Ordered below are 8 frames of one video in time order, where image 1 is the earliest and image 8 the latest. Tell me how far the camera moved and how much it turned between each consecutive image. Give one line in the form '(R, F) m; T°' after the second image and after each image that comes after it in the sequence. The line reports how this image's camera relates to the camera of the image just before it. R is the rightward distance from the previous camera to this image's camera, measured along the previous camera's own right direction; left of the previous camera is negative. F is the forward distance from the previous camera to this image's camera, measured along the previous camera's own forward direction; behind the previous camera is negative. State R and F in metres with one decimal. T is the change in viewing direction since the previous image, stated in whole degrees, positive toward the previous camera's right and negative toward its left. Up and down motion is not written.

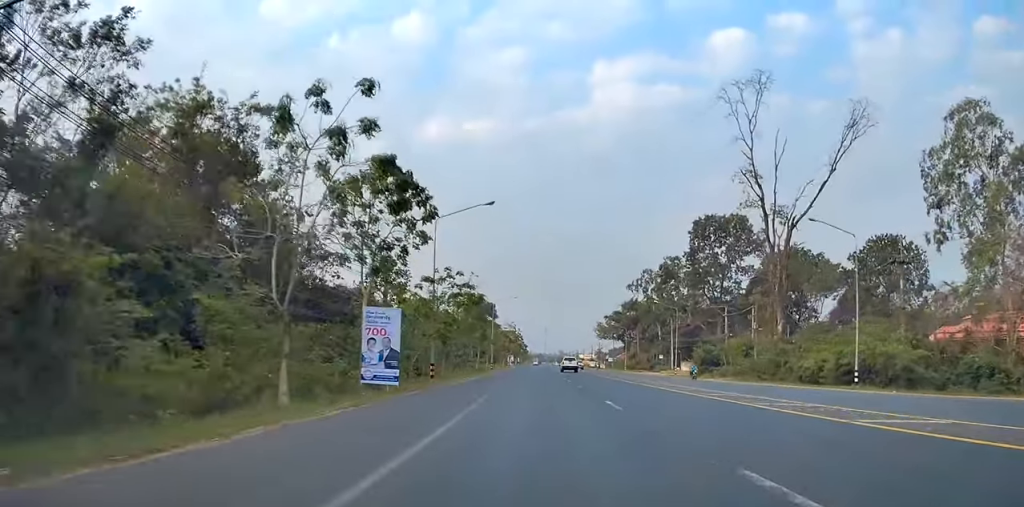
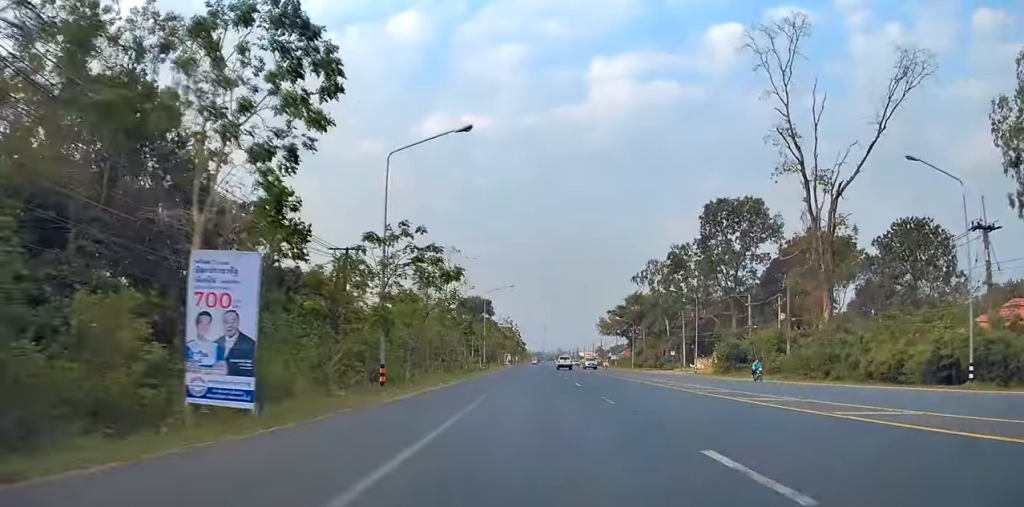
(0.0, +11.1) m; 0°
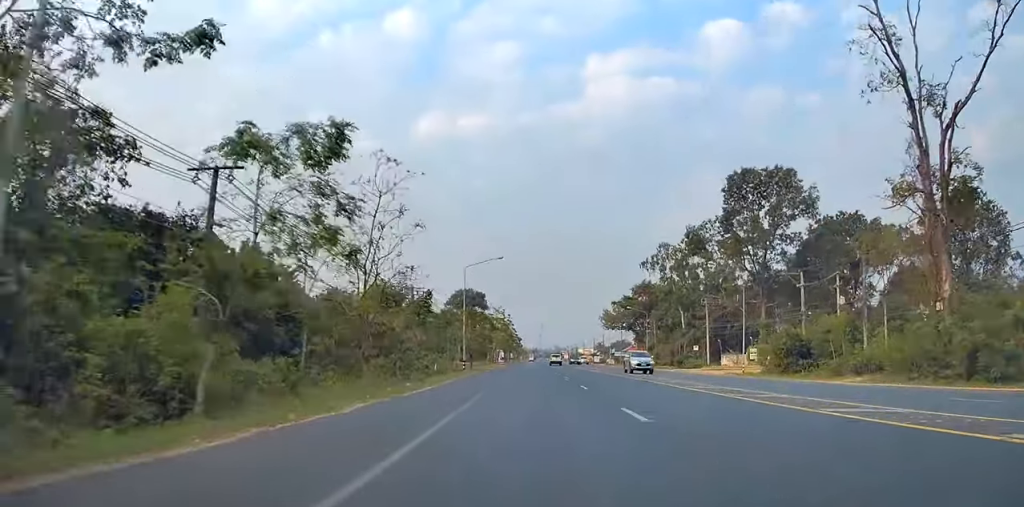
(0.0, +17.8) m; +1°
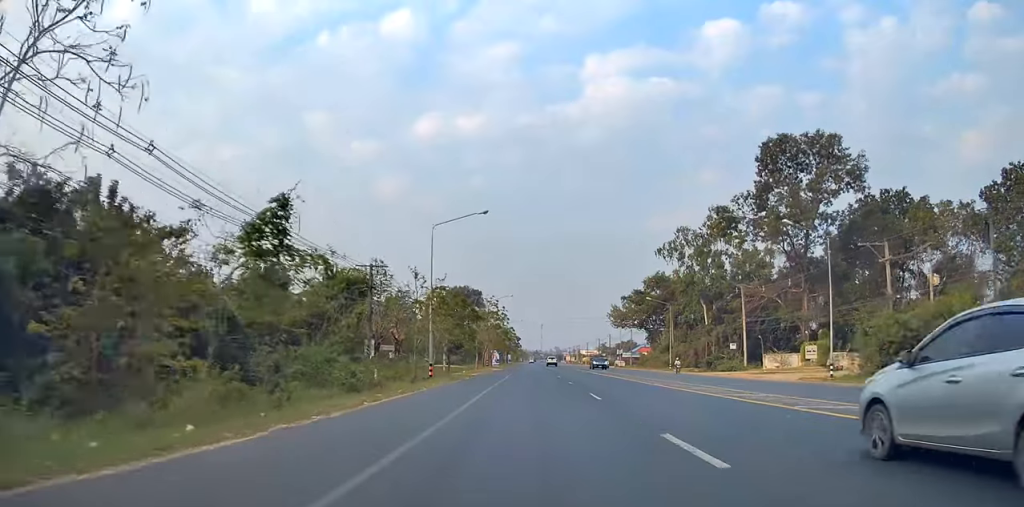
(+0.2, +17.1) m; +1°
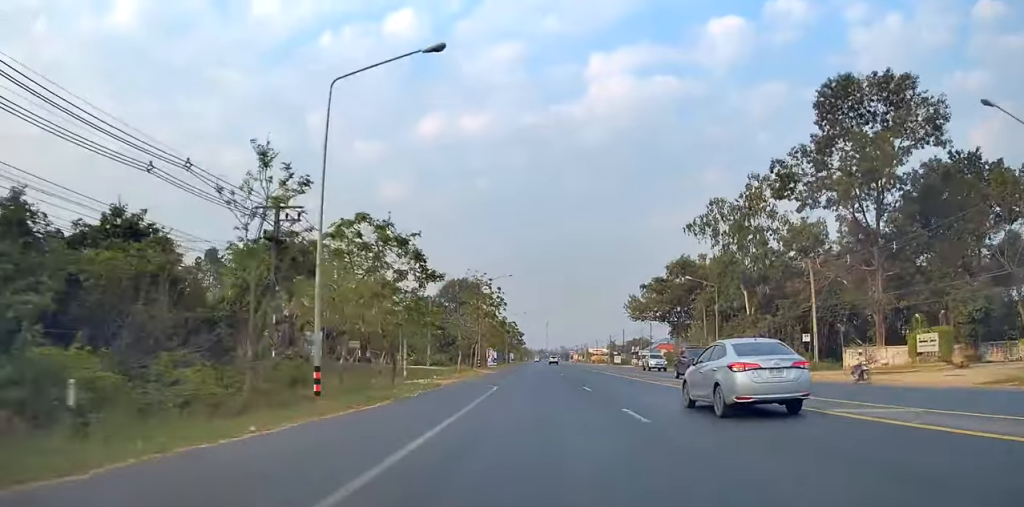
(0.0, +19.3) m; 0°
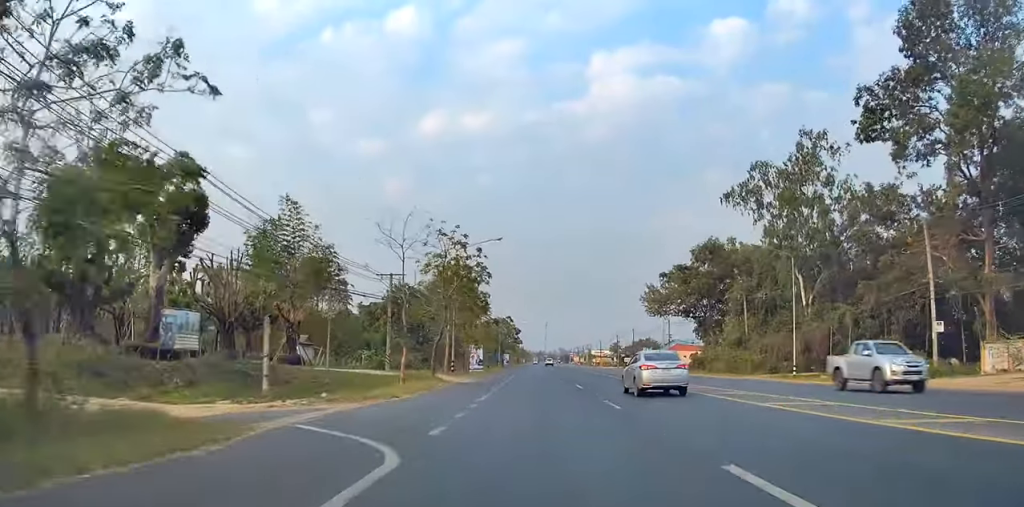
(0.0, +19.8) m; 0°
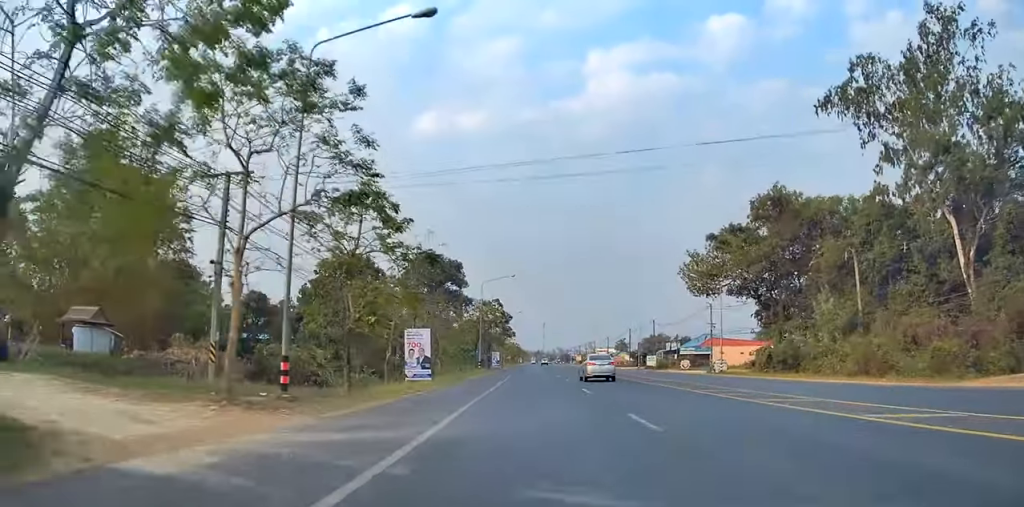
(-0.1, +29.6) m; -1°
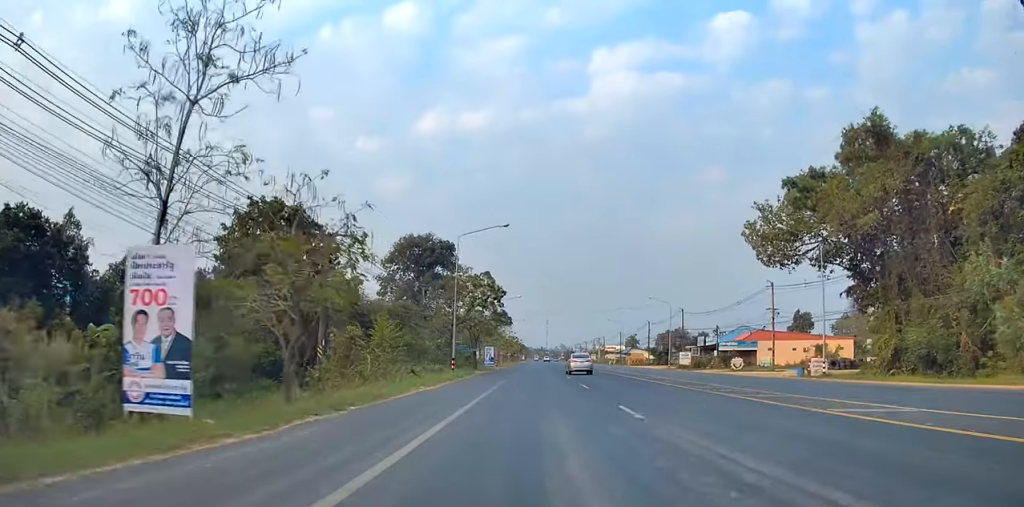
(-0.1, +22.7) m; 0°
